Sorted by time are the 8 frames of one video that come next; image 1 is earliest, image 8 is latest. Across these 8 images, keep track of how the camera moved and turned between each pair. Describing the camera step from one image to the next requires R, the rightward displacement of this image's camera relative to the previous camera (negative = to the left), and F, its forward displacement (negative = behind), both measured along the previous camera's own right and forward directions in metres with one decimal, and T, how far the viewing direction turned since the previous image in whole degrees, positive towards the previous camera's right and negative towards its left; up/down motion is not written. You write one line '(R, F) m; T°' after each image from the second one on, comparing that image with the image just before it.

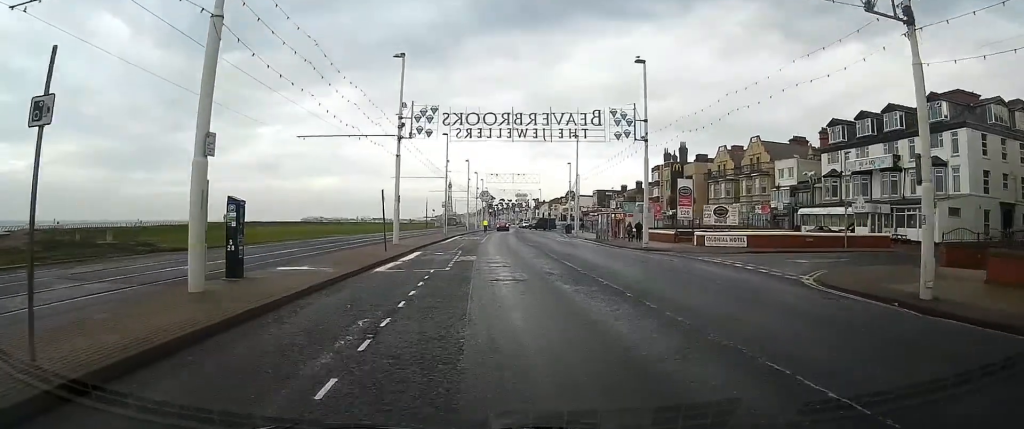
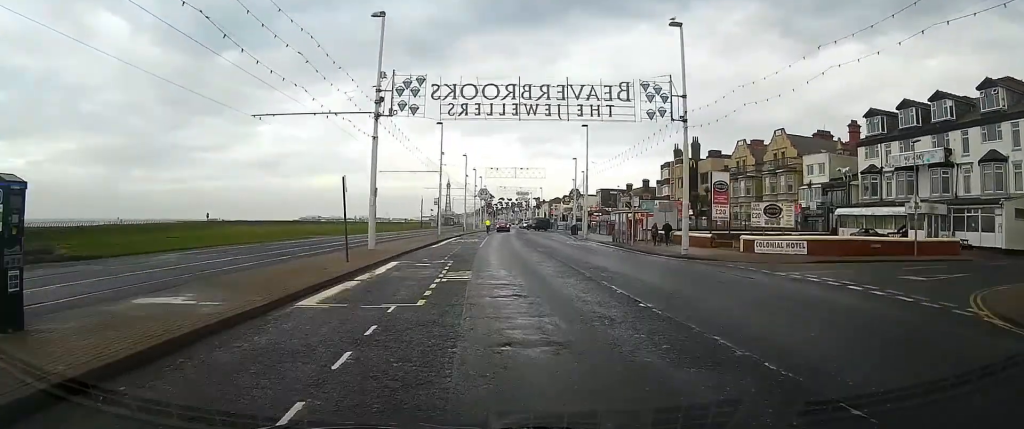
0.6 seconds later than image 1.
(0.0, +7.7) m; 0°
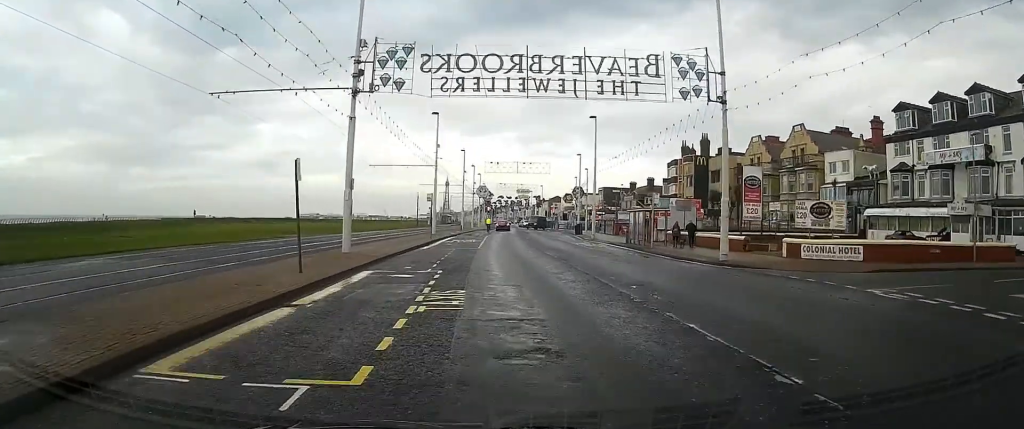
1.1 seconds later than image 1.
(0.0, +5.2) m; 0°
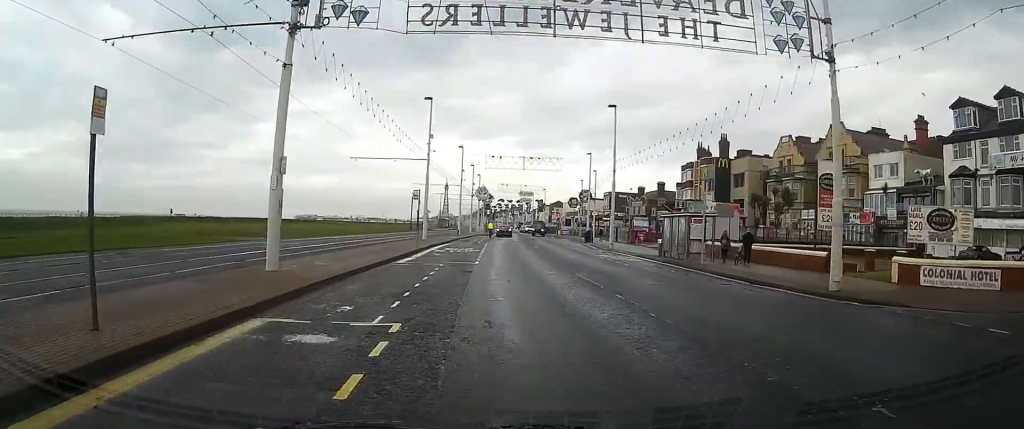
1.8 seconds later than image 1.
(0.0, +8.6) m; 0°
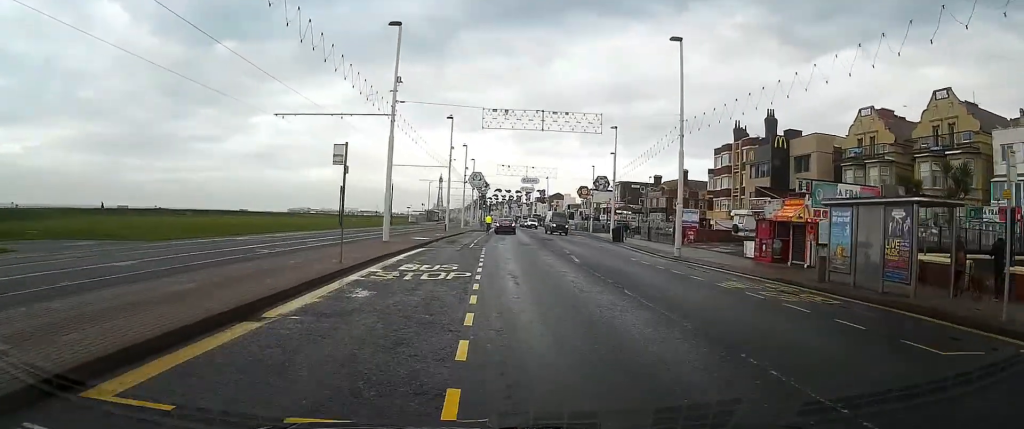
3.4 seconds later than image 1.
(0.0, +18.2) m; 0°
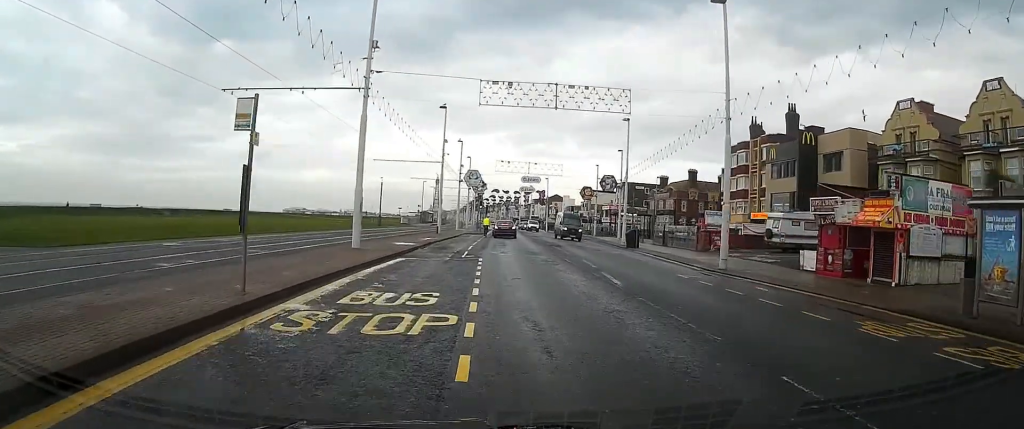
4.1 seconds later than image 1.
(0.0, +6.8) m; 0°
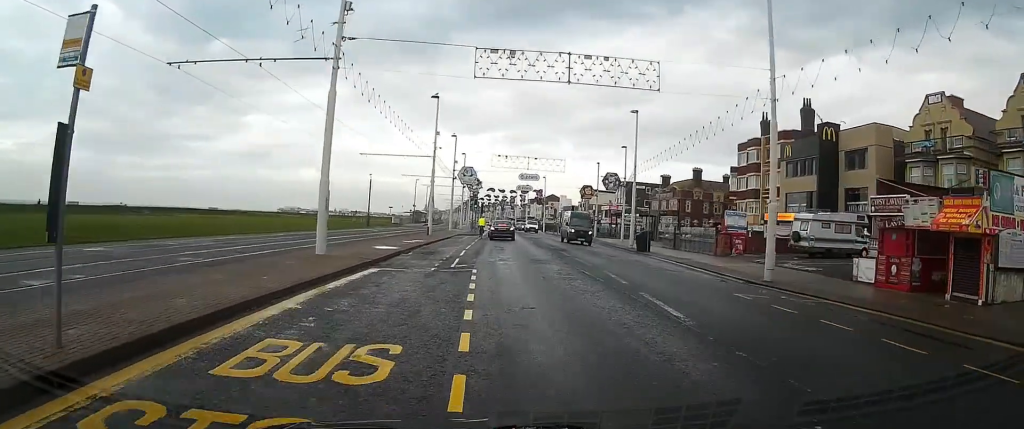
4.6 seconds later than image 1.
(0.0, +4.6) m; +1°
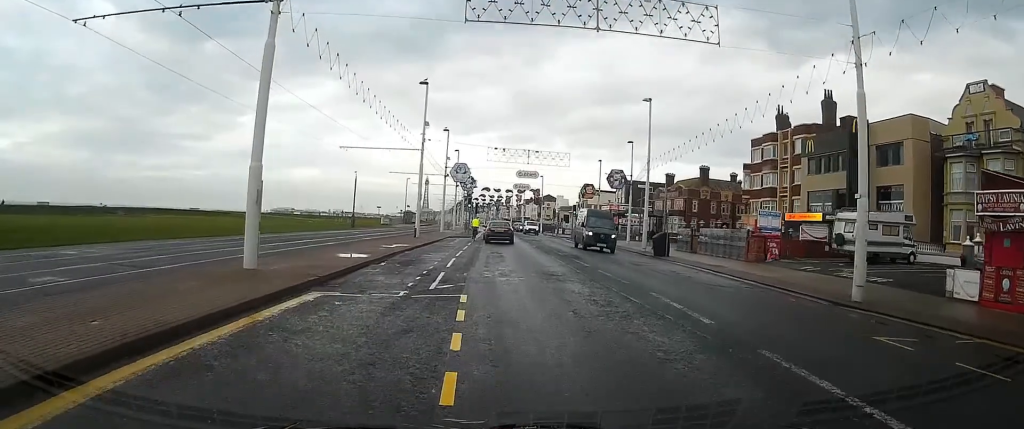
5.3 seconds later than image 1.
(0.0, +5.9) m; +1°
